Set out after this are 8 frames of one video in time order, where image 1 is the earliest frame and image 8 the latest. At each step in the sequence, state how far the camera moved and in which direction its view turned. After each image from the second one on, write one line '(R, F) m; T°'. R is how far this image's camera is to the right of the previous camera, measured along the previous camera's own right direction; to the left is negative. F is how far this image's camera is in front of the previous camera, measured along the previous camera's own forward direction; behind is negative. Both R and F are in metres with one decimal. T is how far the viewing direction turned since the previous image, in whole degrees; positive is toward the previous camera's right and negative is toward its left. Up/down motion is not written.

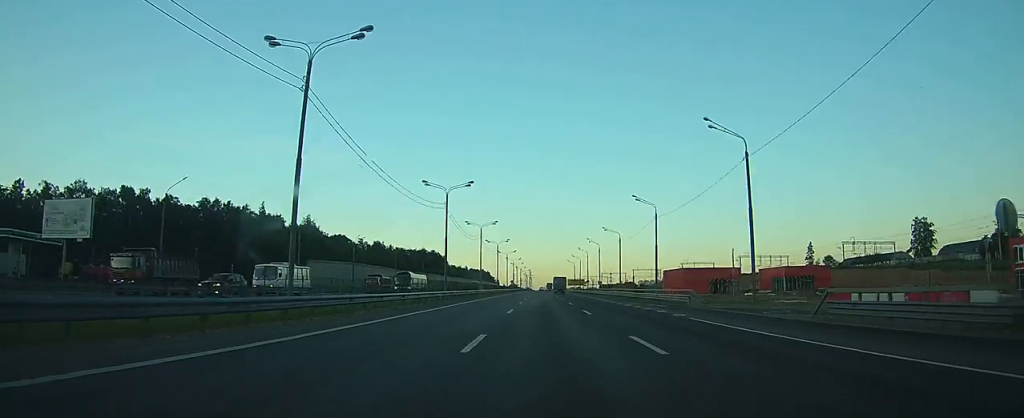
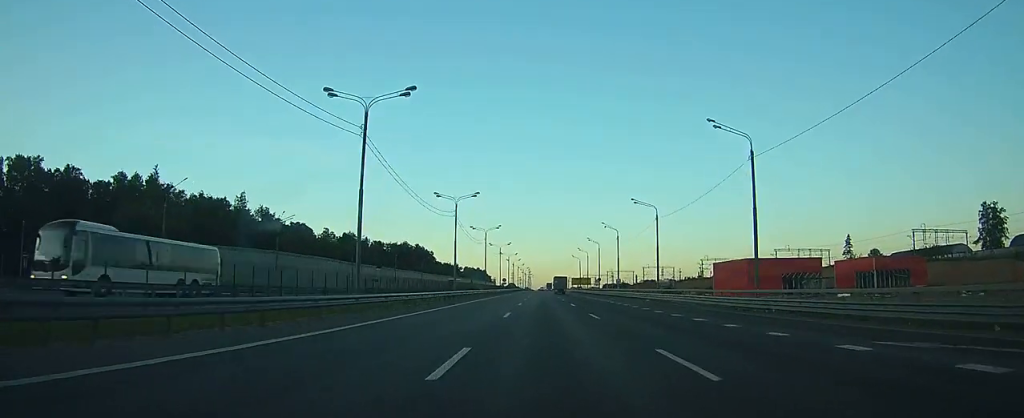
(0.0, +35.2) m; 0°
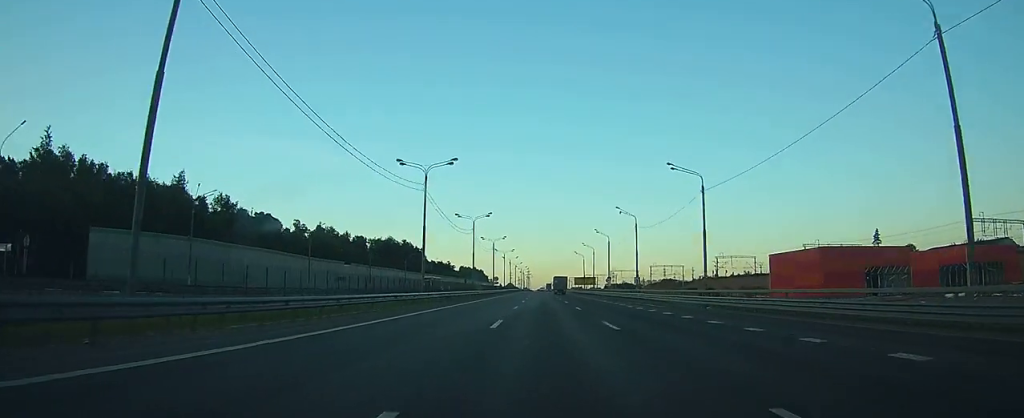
(0.0, +22.0) m; 0°
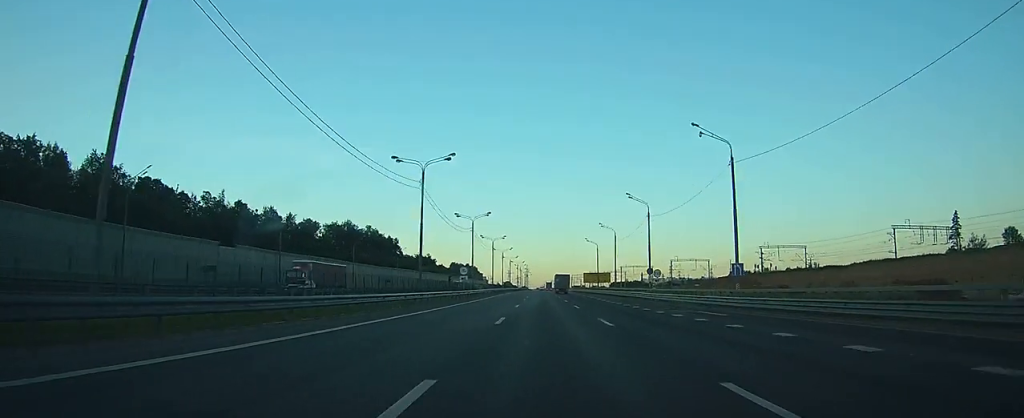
(-0.1, +46.0) m; 0°
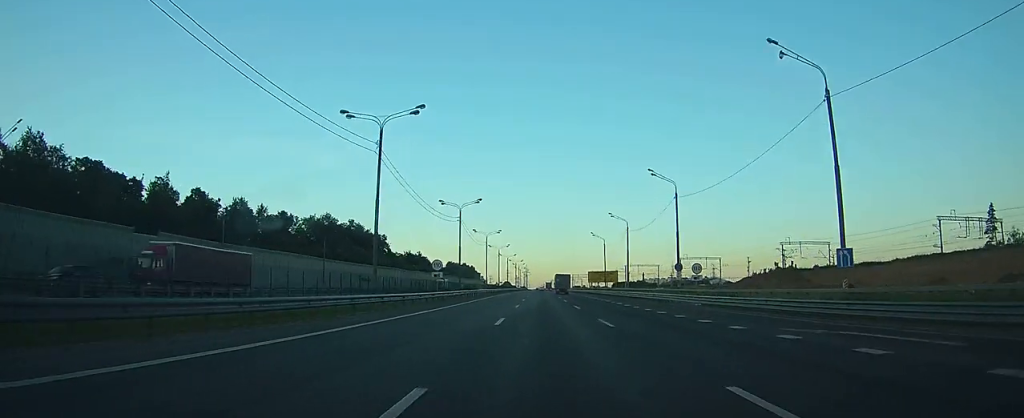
(0.0, +16.3) m; 0°
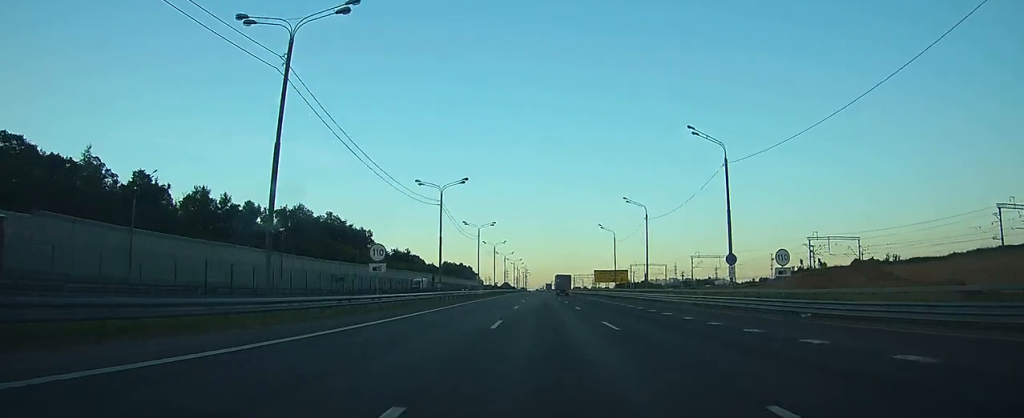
(0.0, +17.3) m; 0°
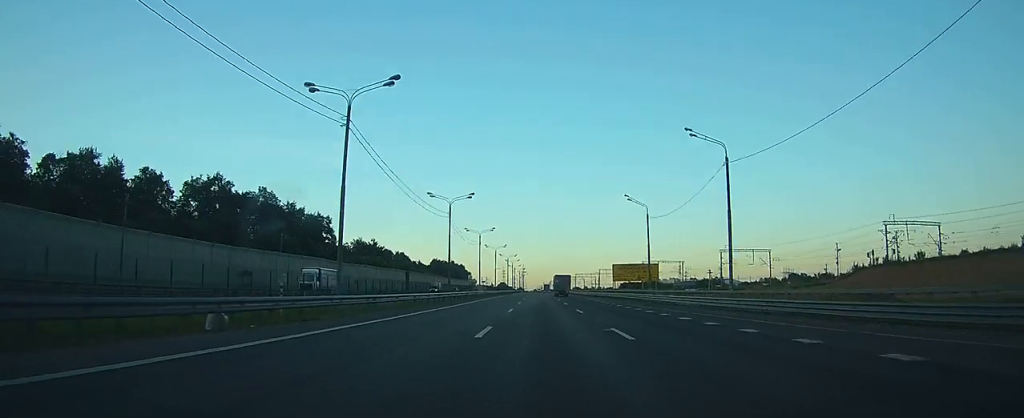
(0.0, +35.7) m; 0°
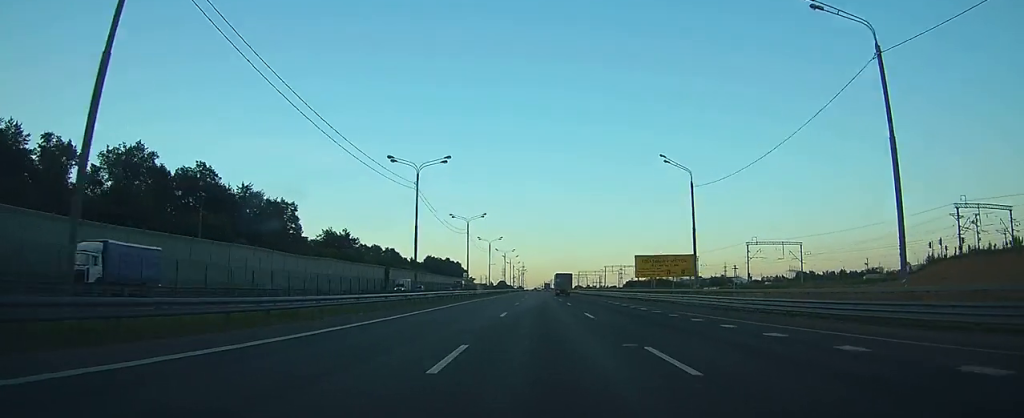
(0.0, +22.2) m; 0°
